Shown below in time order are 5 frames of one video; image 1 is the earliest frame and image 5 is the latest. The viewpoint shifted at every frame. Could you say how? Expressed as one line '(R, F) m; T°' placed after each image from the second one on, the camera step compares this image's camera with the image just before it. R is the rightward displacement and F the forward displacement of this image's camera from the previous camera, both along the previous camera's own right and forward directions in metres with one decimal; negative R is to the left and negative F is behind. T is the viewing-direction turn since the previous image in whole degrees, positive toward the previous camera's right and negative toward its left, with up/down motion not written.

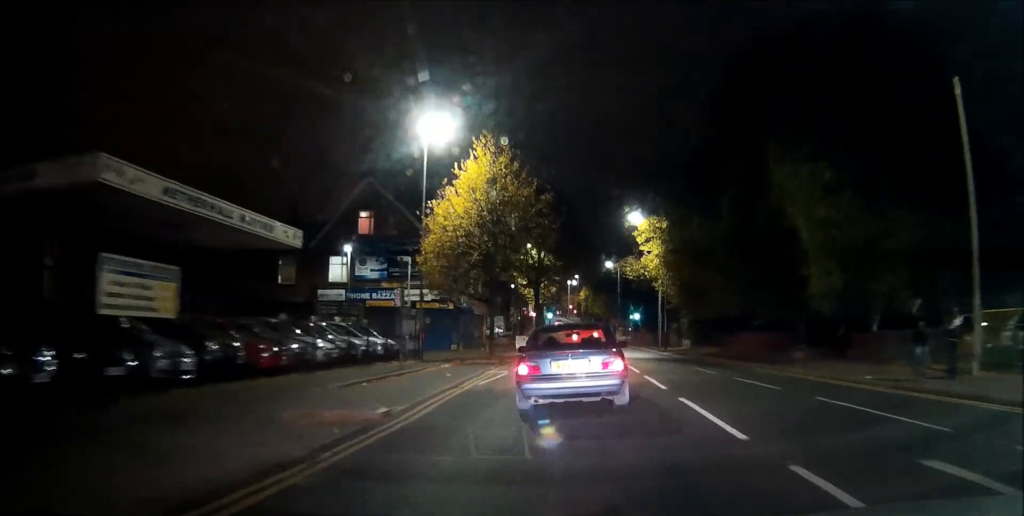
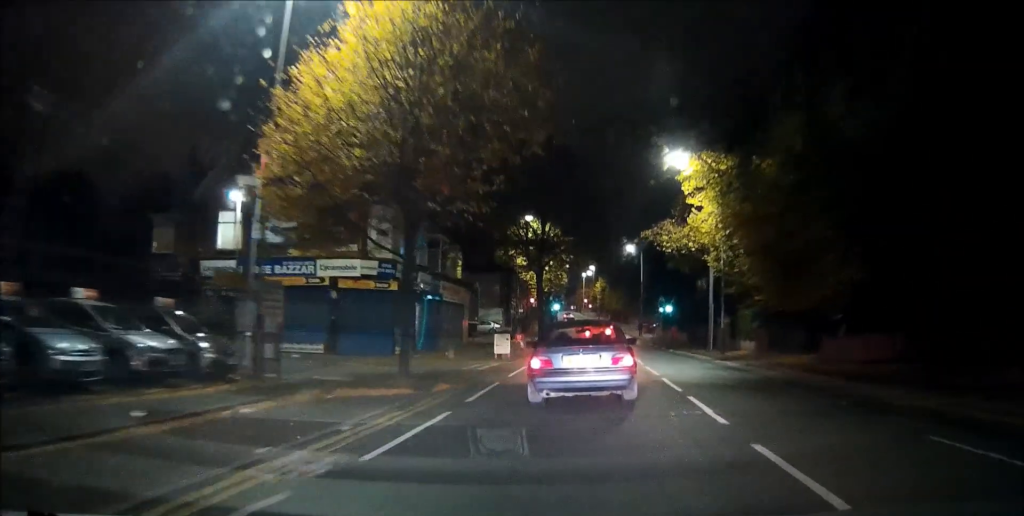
(-0.4, +16.6) m; -2°
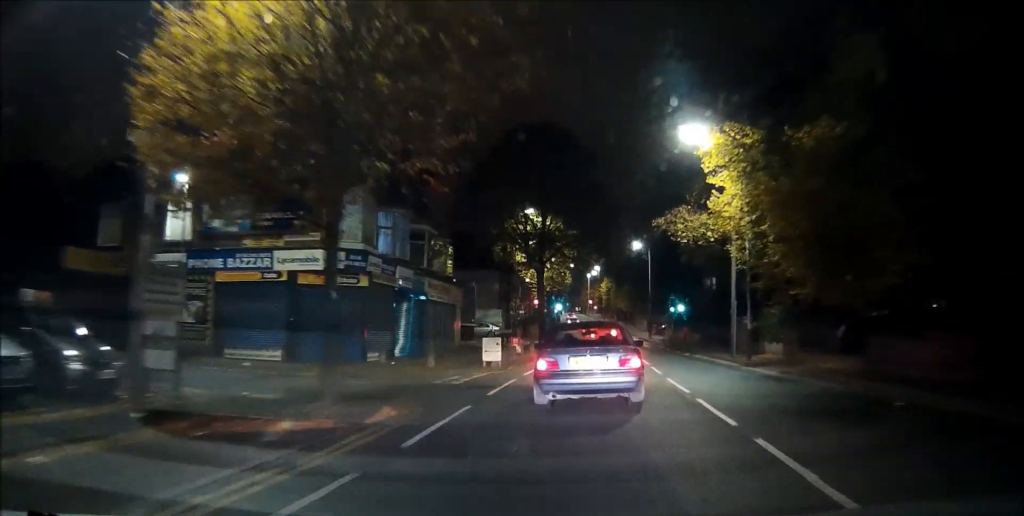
(0.0, +4.7) m; 0°
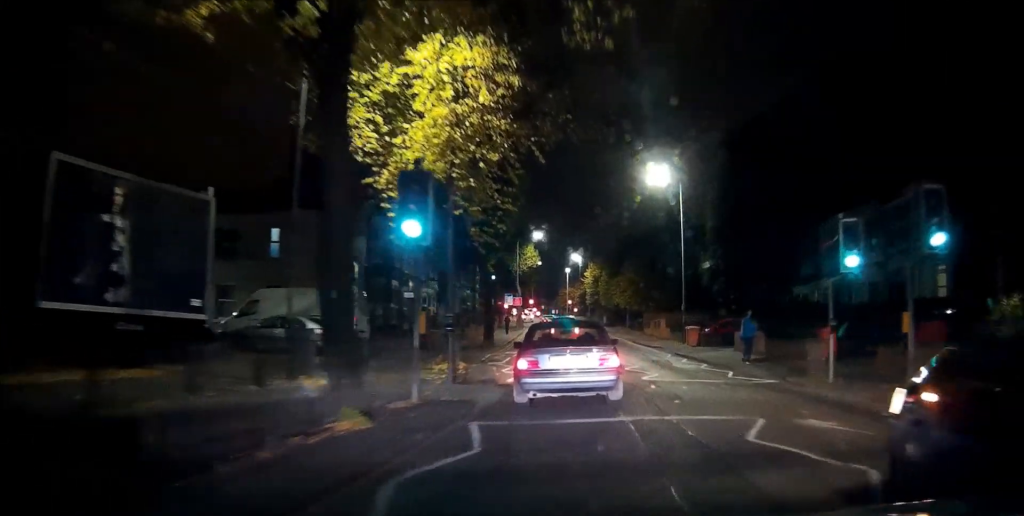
(-2.3, +46.7) m; -2°
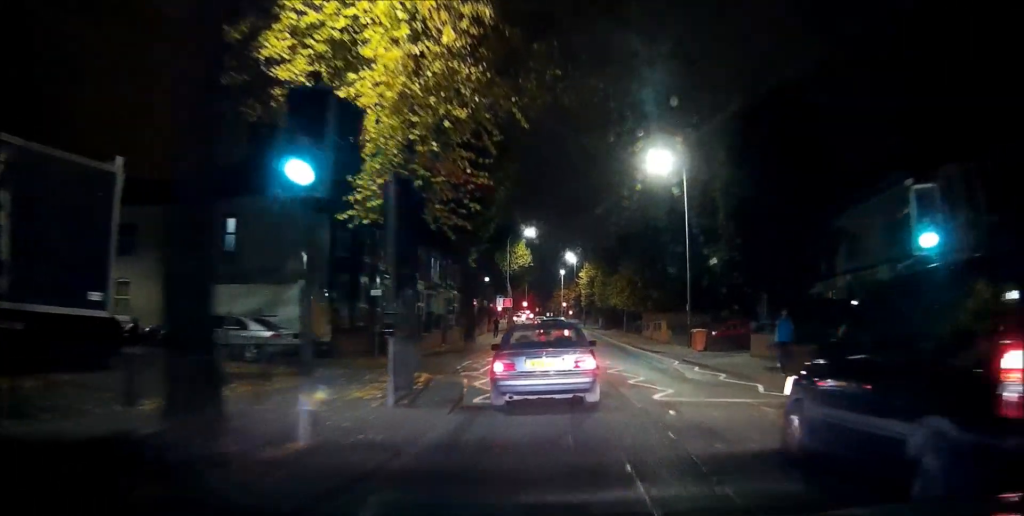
(0.0, +4.7) m; +1°
